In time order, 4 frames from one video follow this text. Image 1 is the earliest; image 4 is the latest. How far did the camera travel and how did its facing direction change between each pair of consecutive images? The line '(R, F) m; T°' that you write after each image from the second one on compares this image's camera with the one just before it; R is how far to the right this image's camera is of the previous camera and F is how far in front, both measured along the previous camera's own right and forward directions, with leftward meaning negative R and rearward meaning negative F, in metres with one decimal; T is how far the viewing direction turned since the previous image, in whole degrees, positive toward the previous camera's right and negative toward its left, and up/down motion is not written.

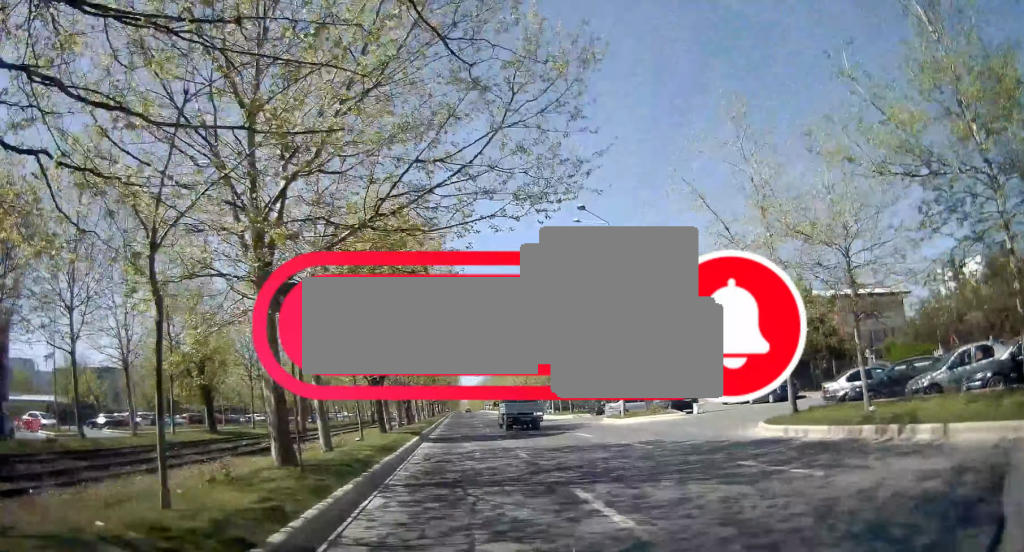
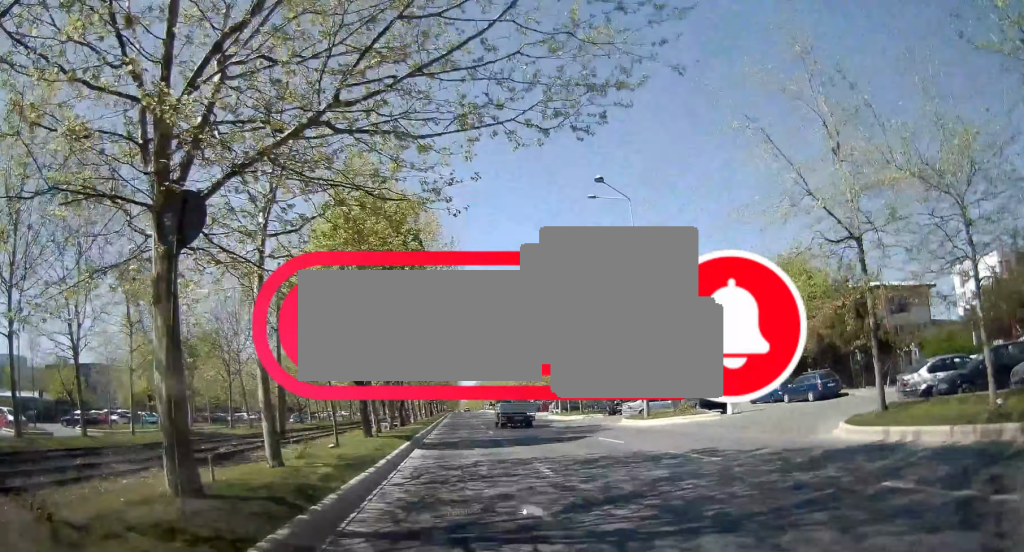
(0.0, +4.1) m; +2°
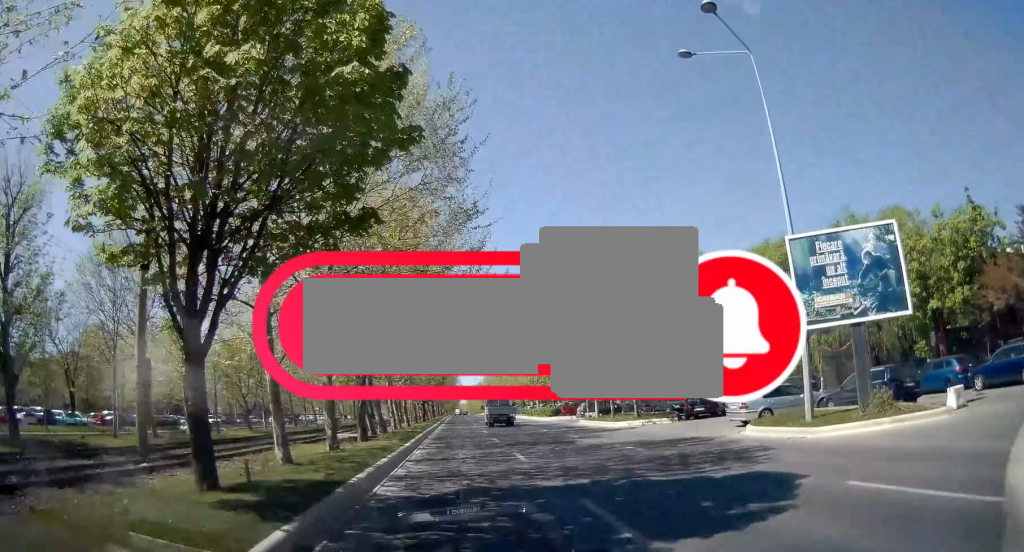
(+0.9, +15.1) m; +2°
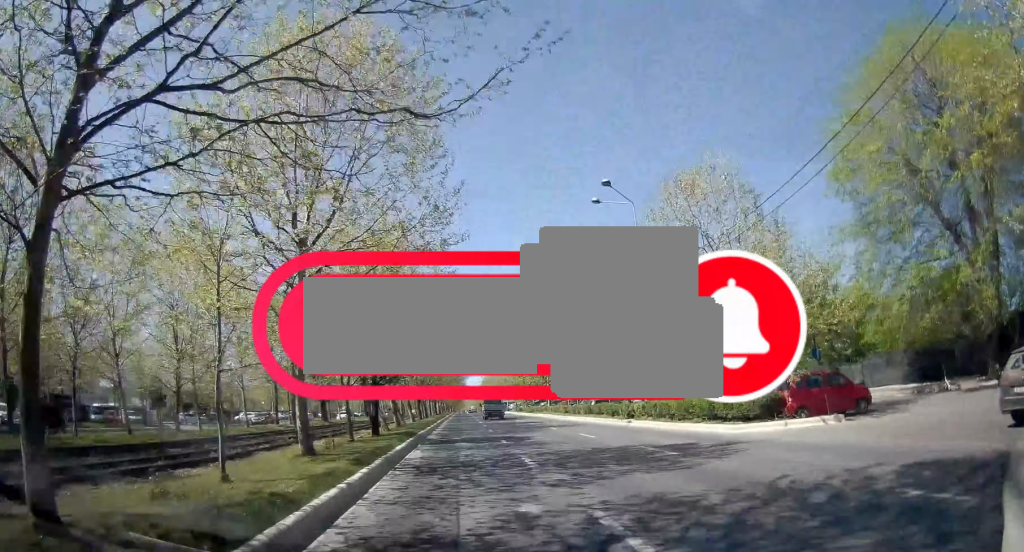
(-2.8, +39.2) m; -5°
